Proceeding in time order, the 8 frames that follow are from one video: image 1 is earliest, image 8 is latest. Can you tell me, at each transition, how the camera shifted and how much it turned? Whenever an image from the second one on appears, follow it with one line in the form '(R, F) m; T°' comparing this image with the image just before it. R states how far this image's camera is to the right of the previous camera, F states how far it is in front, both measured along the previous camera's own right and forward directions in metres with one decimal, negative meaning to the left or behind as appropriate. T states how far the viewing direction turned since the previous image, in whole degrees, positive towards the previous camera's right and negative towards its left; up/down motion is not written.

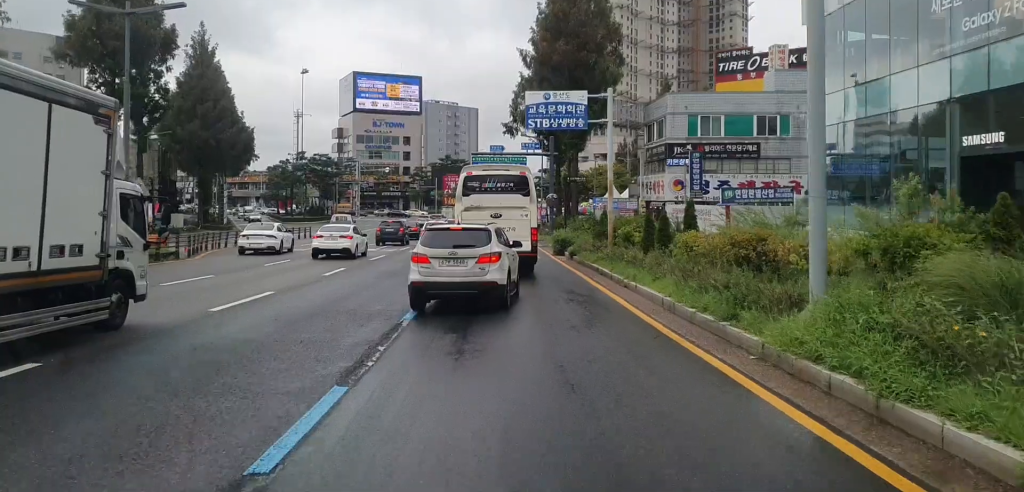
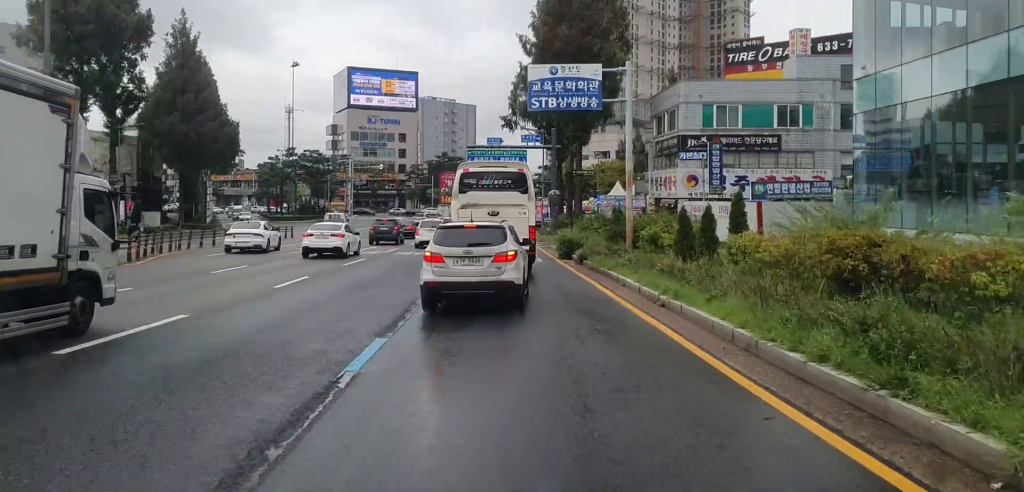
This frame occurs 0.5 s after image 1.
(+0.3, +5.1) m; +1°
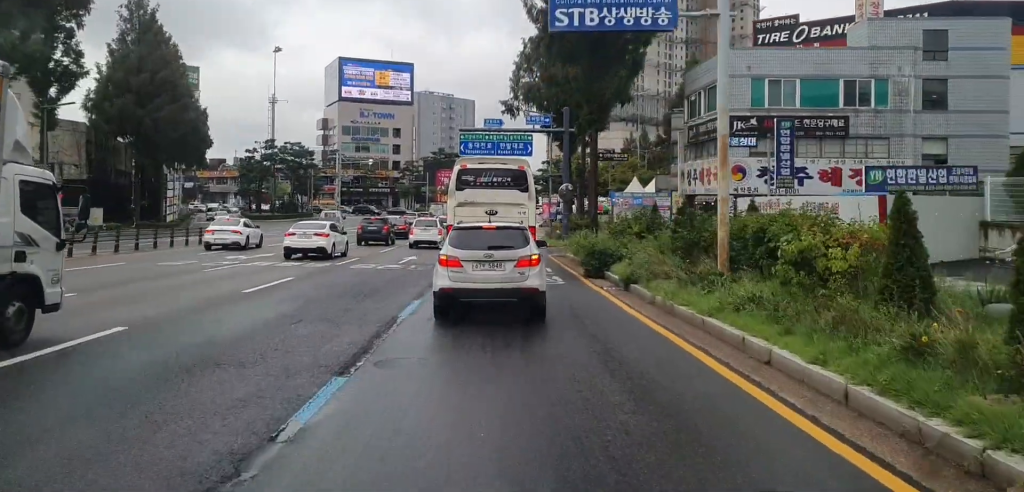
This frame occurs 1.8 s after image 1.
(-0.6, +11.3) m; -2°
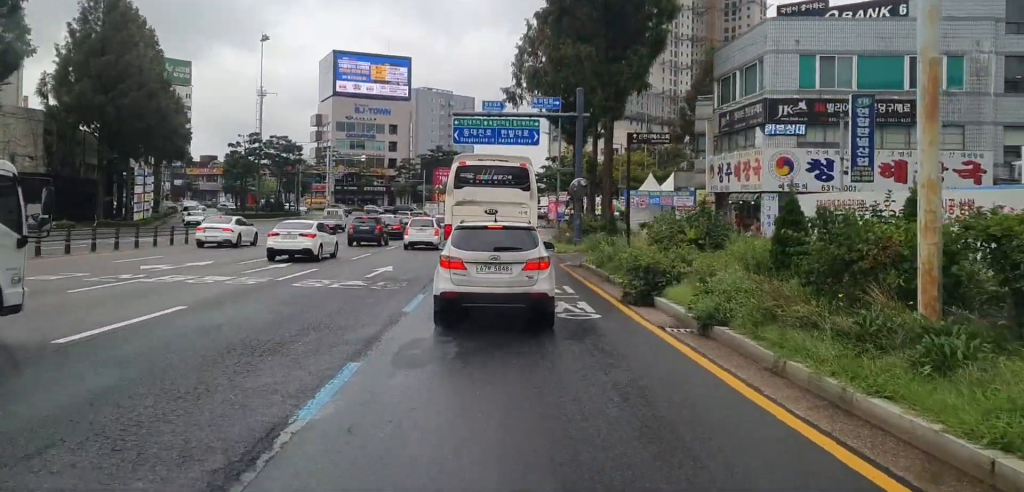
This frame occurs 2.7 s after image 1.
(+0.1, +7.7) m; +1°
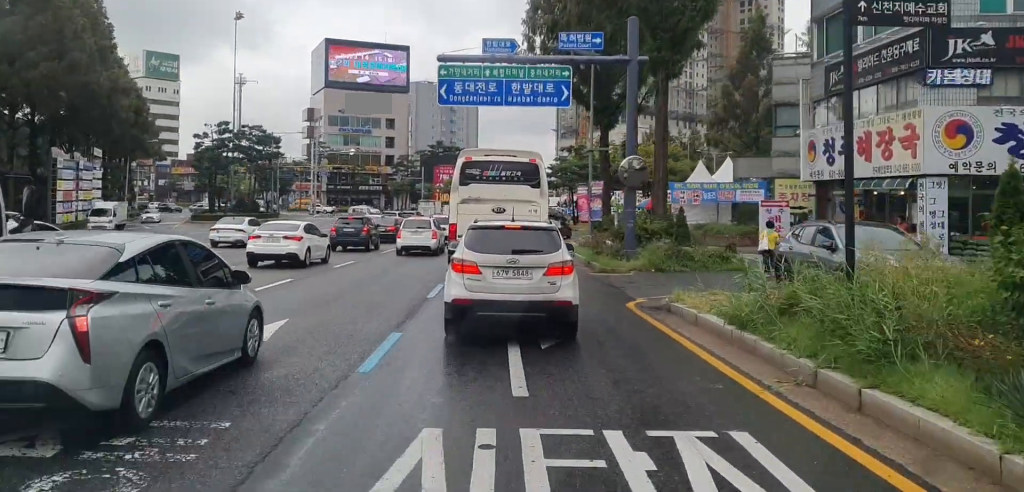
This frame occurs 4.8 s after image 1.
(-0.2, +15.6) m; -1°
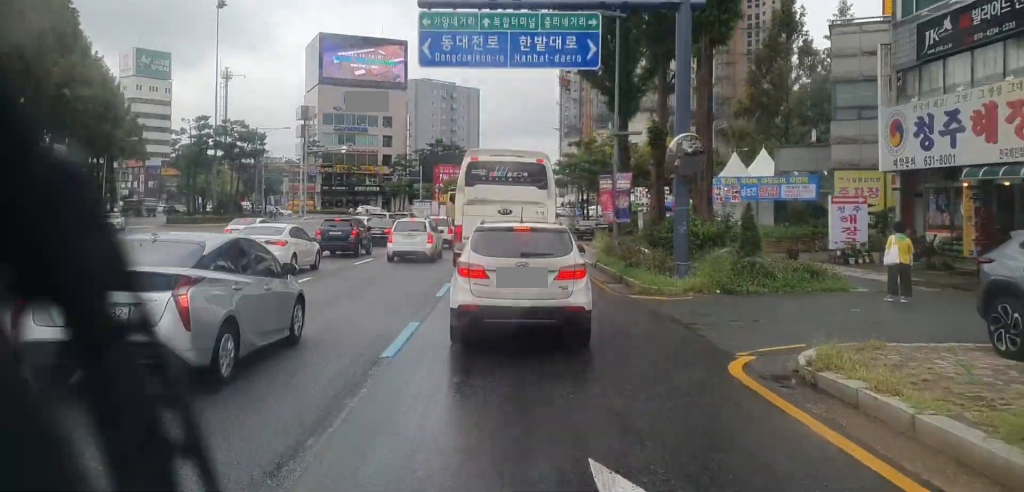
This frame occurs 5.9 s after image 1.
(+0.1, +6.9) m; -1°
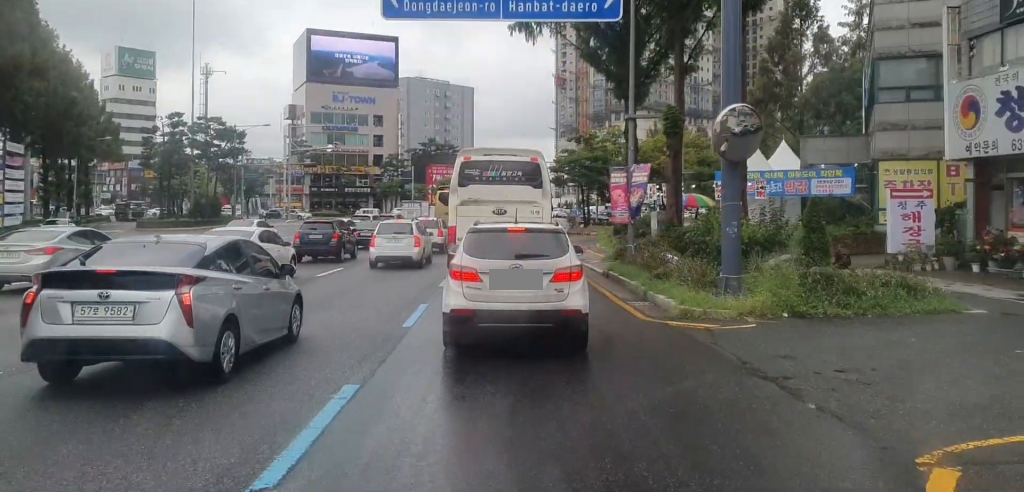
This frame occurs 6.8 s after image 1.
(-0.1, +4.4) m; 0°
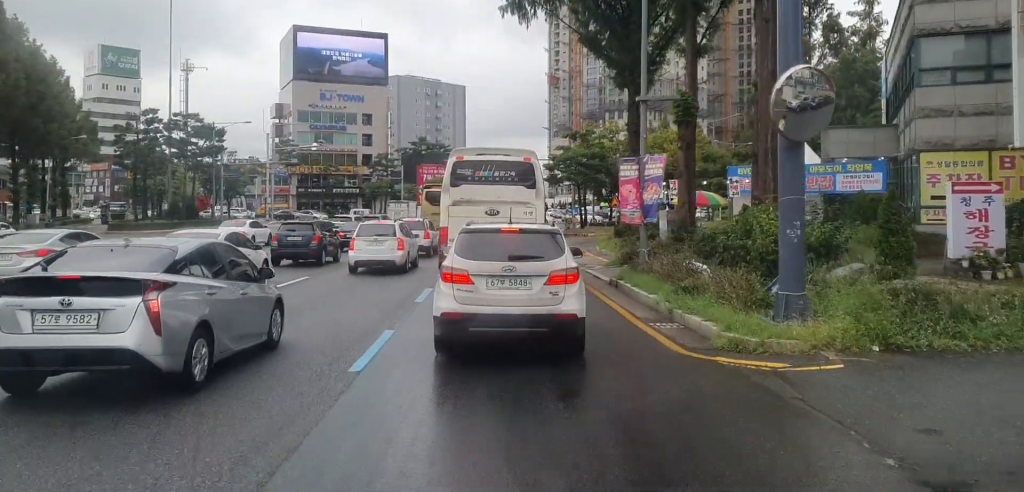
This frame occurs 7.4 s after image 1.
(0.0, +3.3) m; +1°
